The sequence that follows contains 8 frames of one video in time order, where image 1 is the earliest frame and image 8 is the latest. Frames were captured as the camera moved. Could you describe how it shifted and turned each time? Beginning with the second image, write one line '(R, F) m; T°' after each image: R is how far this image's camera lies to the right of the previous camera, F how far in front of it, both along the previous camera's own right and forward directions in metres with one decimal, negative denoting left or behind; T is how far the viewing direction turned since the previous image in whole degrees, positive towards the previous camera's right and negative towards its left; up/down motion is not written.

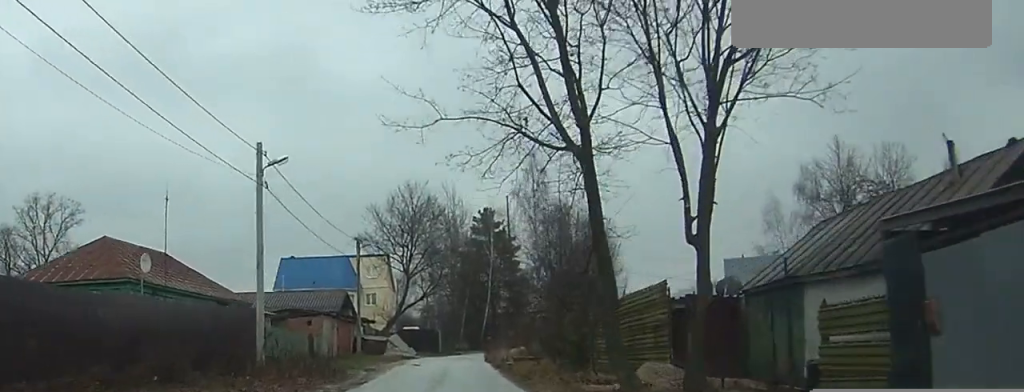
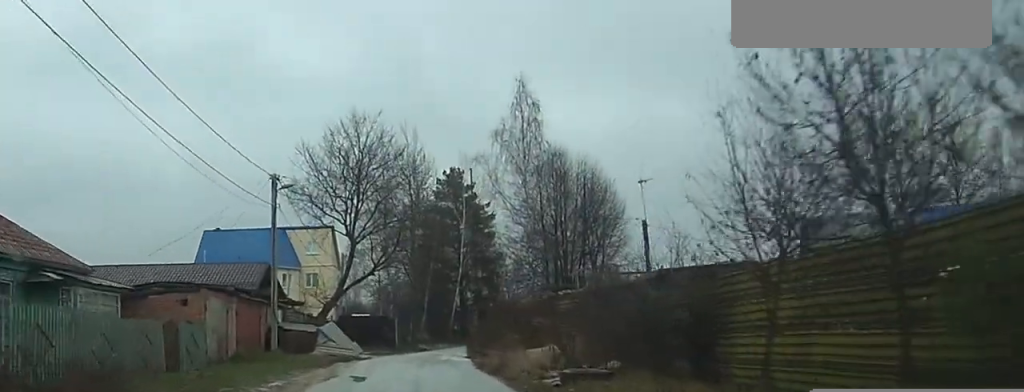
(+0.3, +17.7) m; +2°
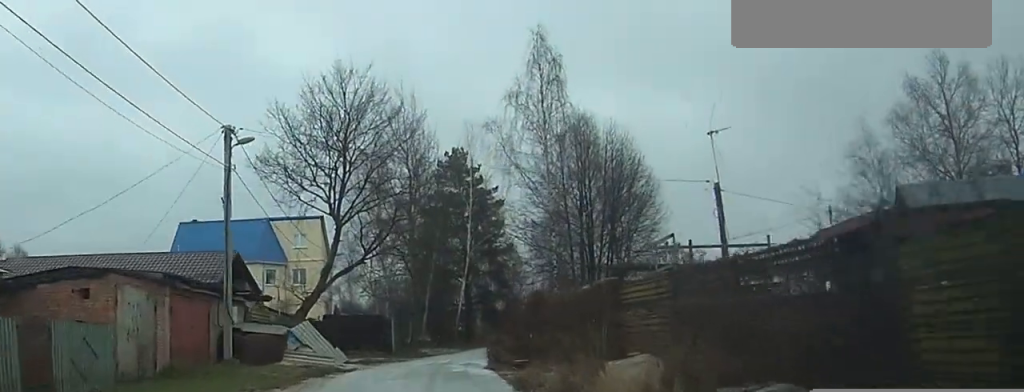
(+0.1, +8.4) m; +1°
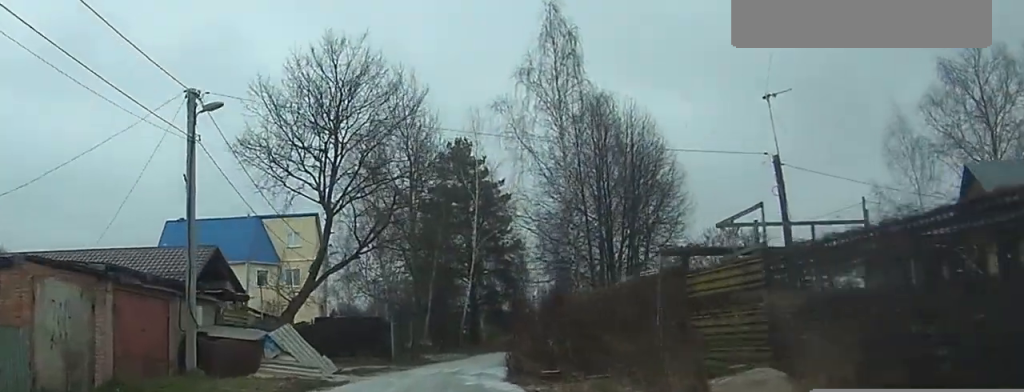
(-0.1, +4.4) m; +1°
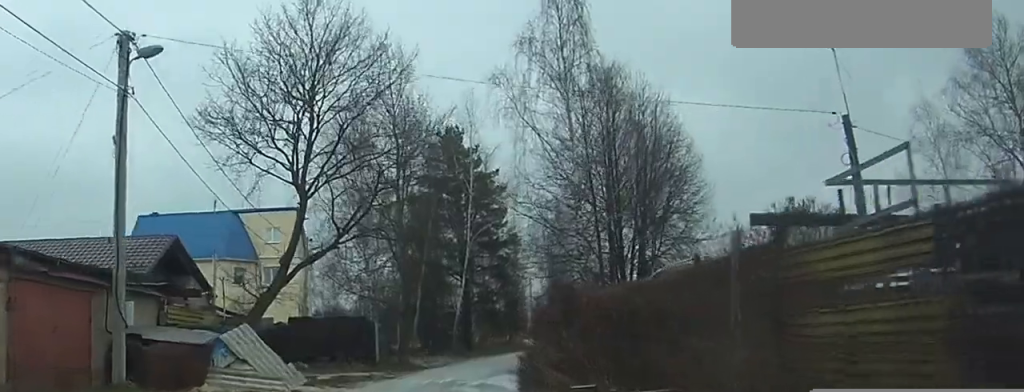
(+0.1, +4.3) m; +1°
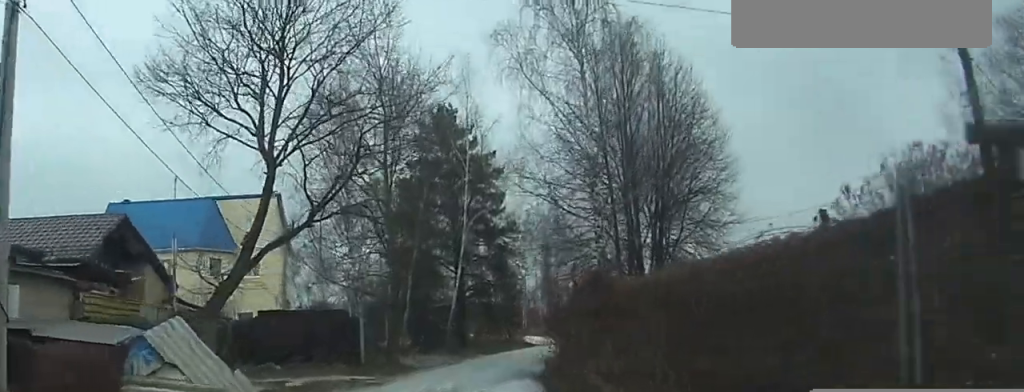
(+0.1, +4.6) m; +1°
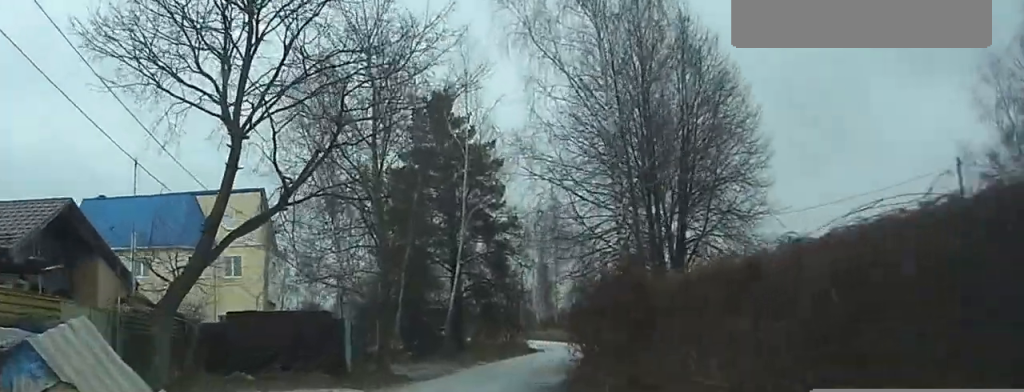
(0.0, +3.9) m; 0°
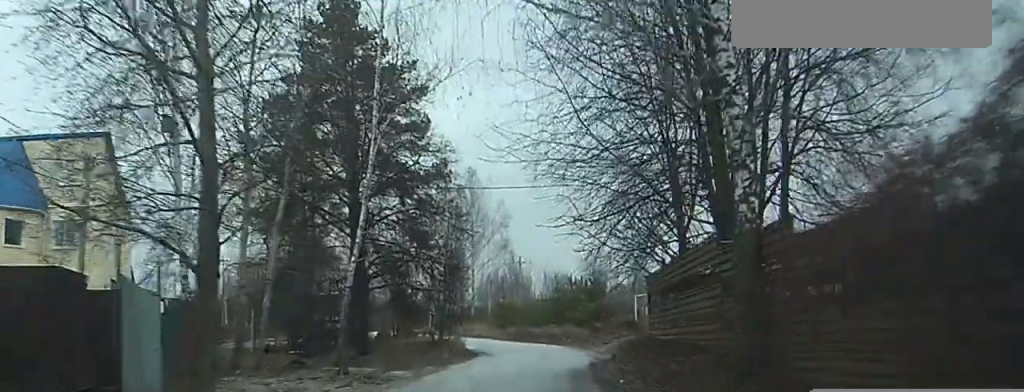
(0.0, +15.6) m; 0°
